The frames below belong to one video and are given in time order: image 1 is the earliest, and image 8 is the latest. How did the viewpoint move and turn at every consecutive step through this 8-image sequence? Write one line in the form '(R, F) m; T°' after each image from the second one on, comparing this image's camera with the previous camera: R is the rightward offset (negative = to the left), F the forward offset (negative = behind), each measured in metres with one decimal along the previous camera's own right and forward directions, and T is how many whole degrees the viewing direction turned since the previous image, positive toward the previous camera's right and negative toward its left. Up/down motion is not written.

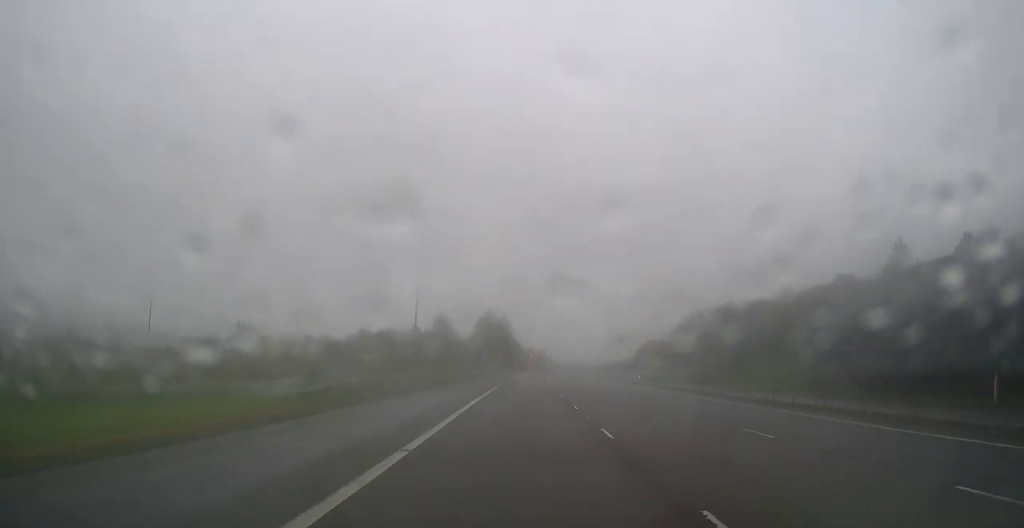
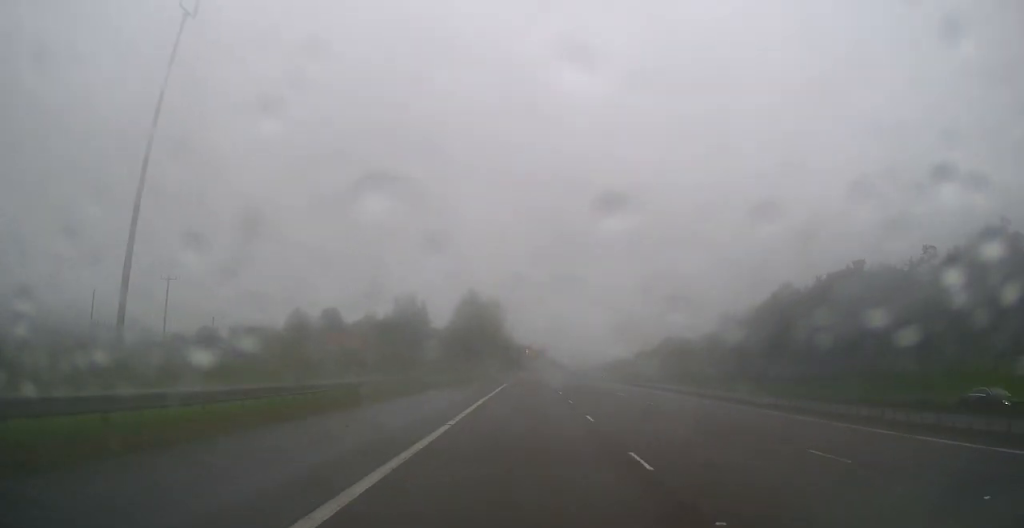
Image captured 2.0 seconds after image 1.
(+0.2, +49.5) m; 0°
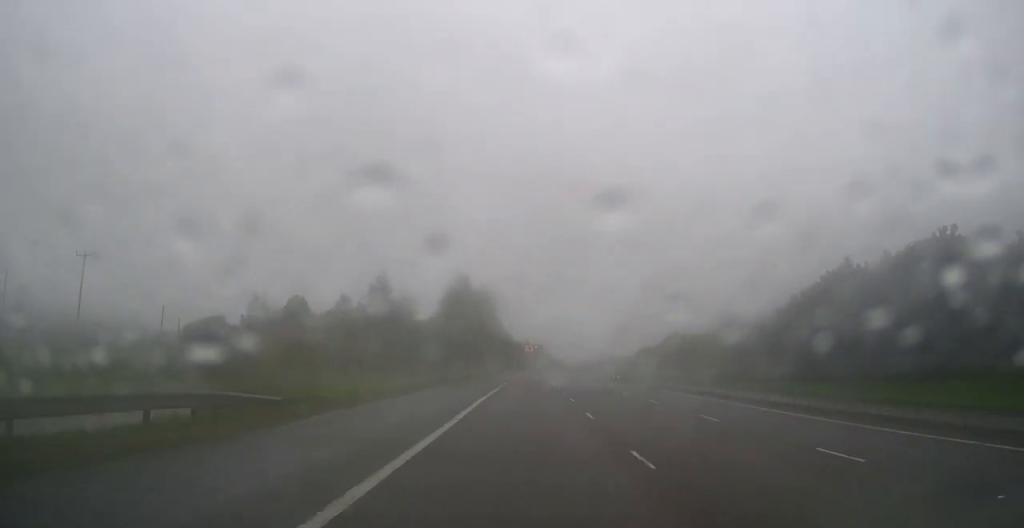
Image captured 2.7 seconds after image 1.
(0.0, +18.1) m; 0°
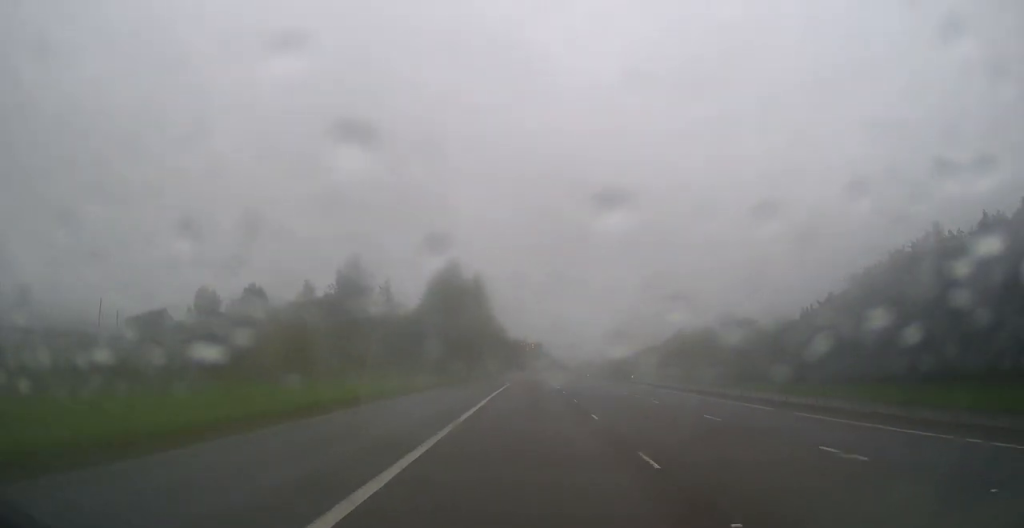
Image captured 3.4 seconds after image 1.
(0.0, +18.0) m; 0°
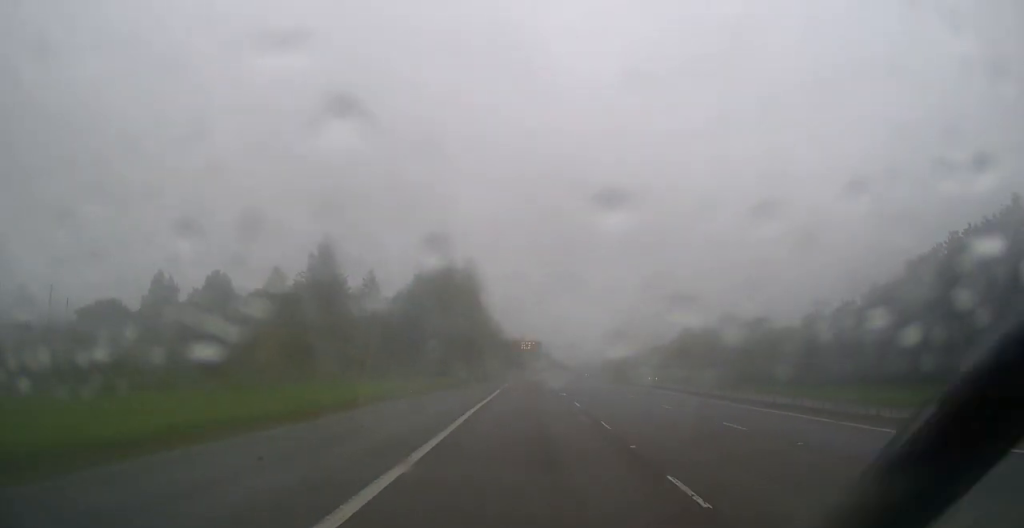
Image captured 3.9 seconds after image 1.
(+0.1, +11.4) m; 0°
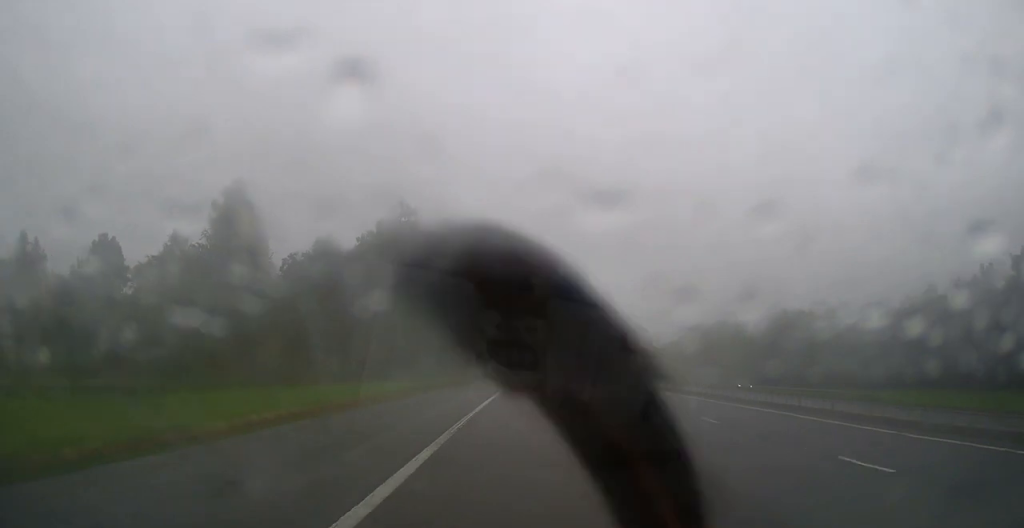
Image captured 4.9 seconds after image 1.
(+0.1, +25.3) m; 0°
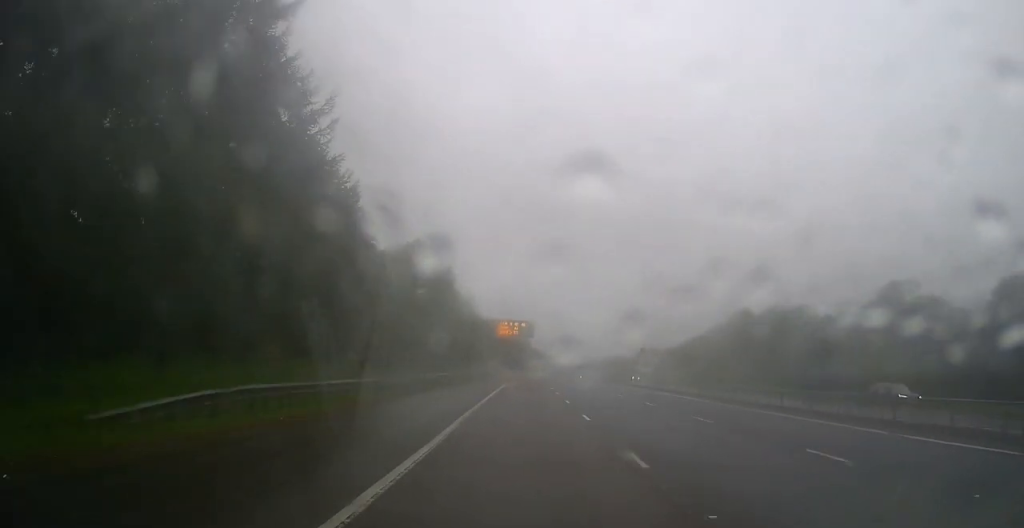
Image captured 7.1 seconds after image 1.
(0.0, +52.8) m; 0°
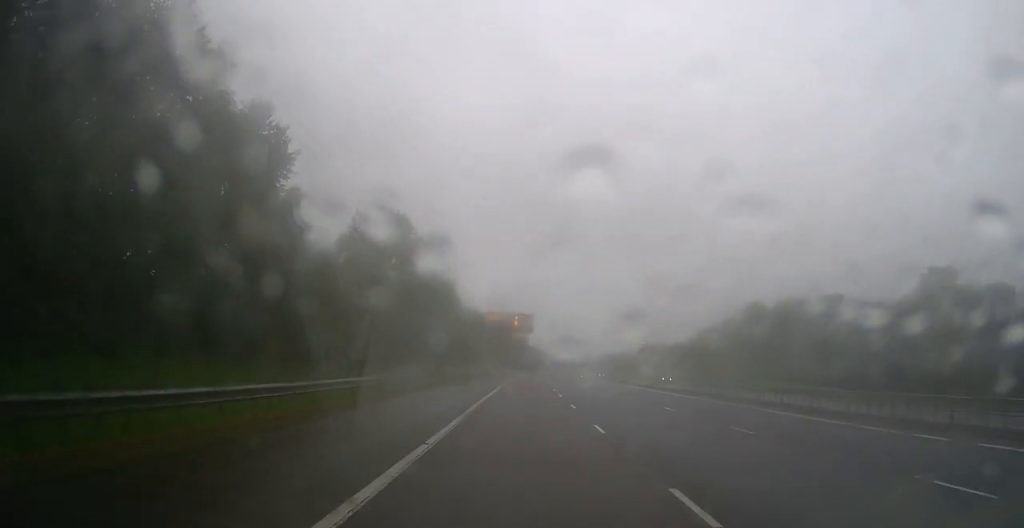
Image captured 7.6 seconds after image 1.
(0.0, +12.9) m; 0°
